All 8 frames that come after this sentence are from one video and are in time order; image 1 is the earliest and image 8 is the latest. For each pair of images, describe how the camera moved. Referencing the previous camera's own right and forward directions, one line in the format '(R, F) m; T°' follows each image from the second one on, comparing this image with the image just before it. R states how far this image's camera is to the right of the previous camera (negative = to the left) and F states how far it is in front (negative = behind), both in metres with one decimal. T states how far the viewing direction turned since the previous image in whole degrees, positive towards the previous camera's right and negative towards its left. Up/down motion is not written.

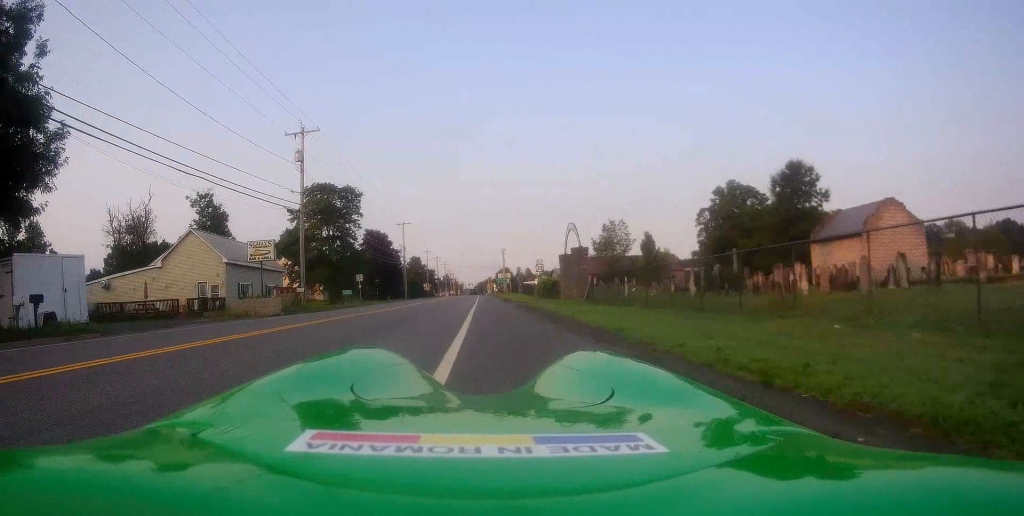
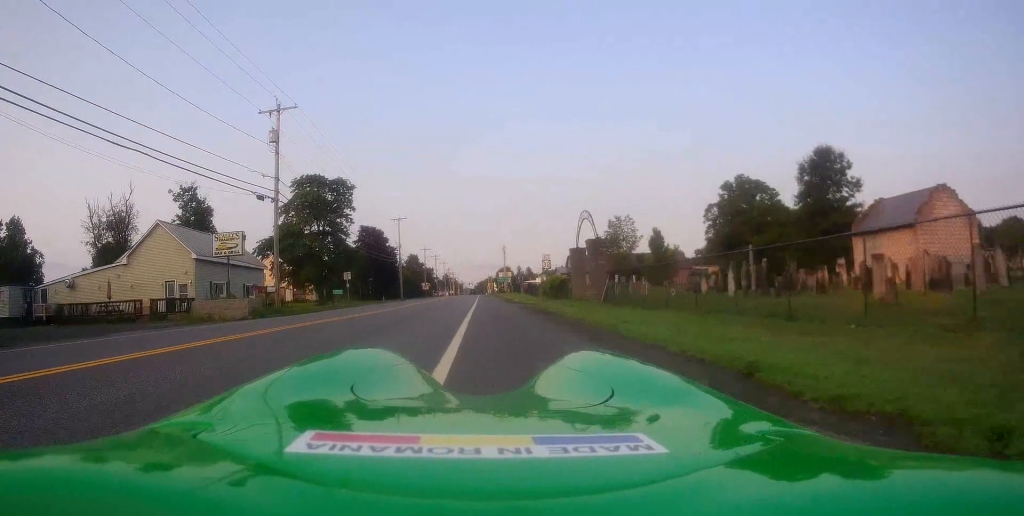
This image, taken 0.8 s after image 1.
(-0.2, +4.8) m; +1°
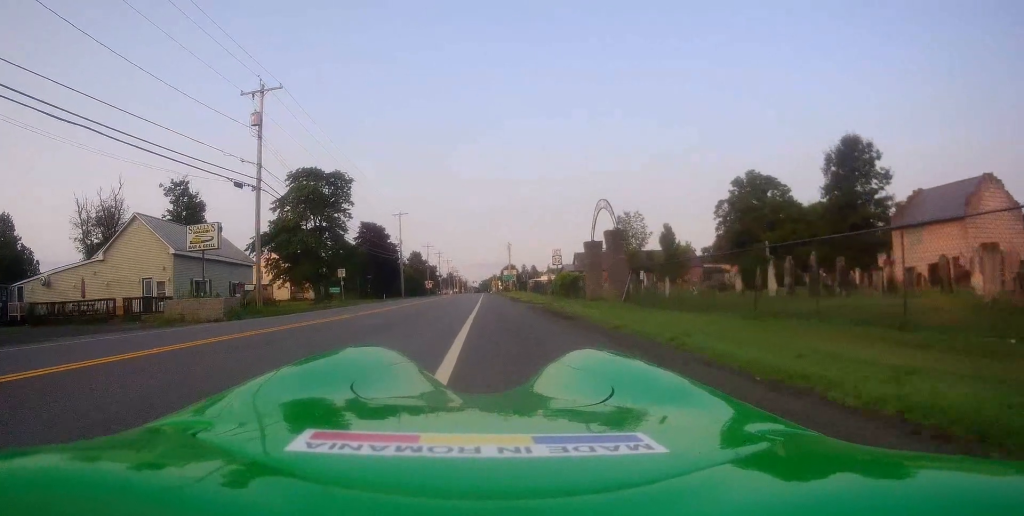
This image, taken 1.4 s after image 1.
(+0.2, +3.5) m; +2°
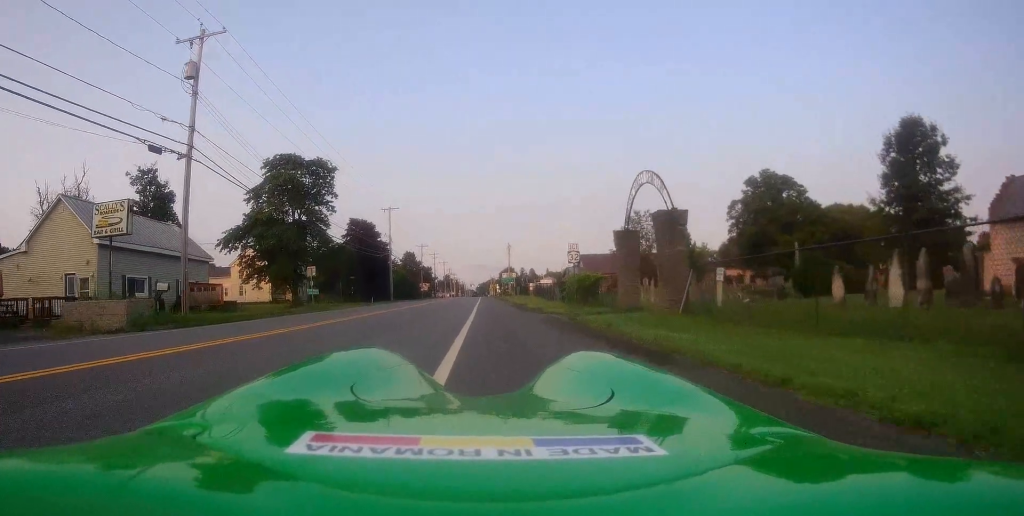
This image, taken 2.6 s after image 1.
(+0.1, +7.5) m; 0°
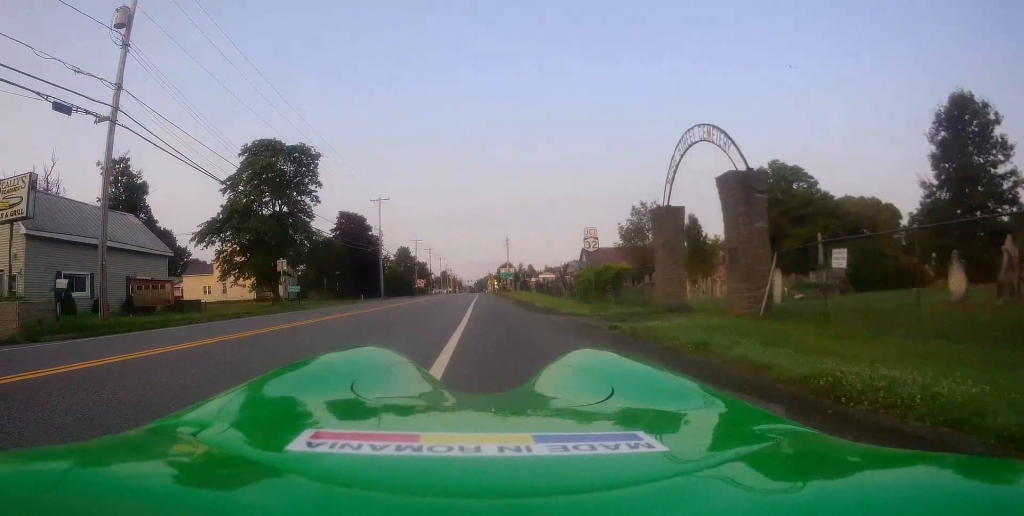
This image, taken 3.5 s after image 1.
(-0.1, +5.4) m; 0°
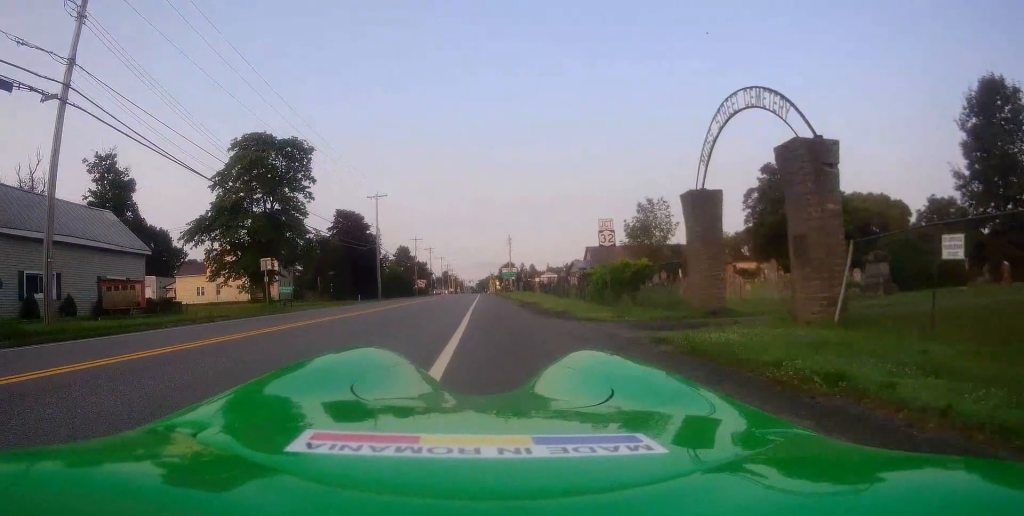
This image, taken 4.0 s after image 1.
(0.0, +2.7) m; 0°
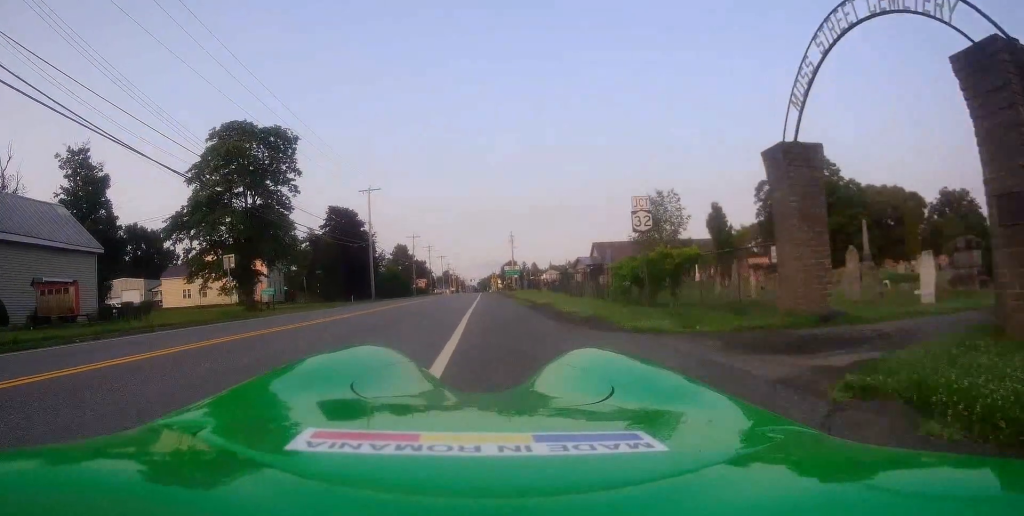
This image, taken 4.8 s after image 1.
(0.0, +4.7) m; -1°
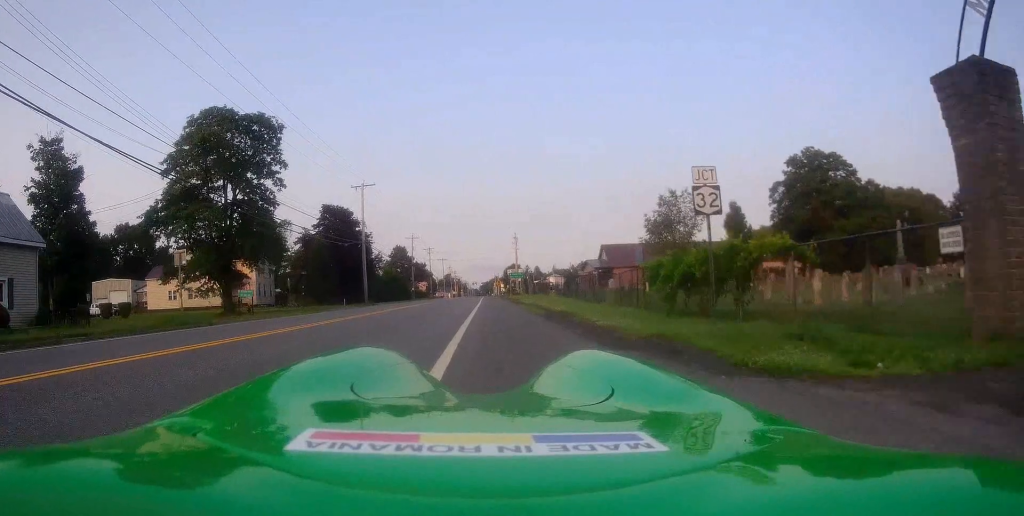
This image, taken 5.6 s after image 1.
(0.0, +4.6) m; -2°
